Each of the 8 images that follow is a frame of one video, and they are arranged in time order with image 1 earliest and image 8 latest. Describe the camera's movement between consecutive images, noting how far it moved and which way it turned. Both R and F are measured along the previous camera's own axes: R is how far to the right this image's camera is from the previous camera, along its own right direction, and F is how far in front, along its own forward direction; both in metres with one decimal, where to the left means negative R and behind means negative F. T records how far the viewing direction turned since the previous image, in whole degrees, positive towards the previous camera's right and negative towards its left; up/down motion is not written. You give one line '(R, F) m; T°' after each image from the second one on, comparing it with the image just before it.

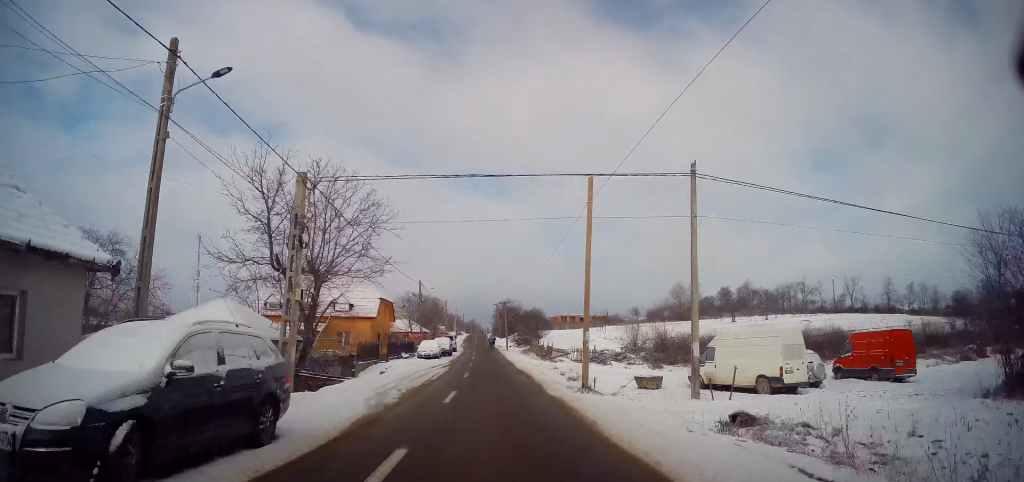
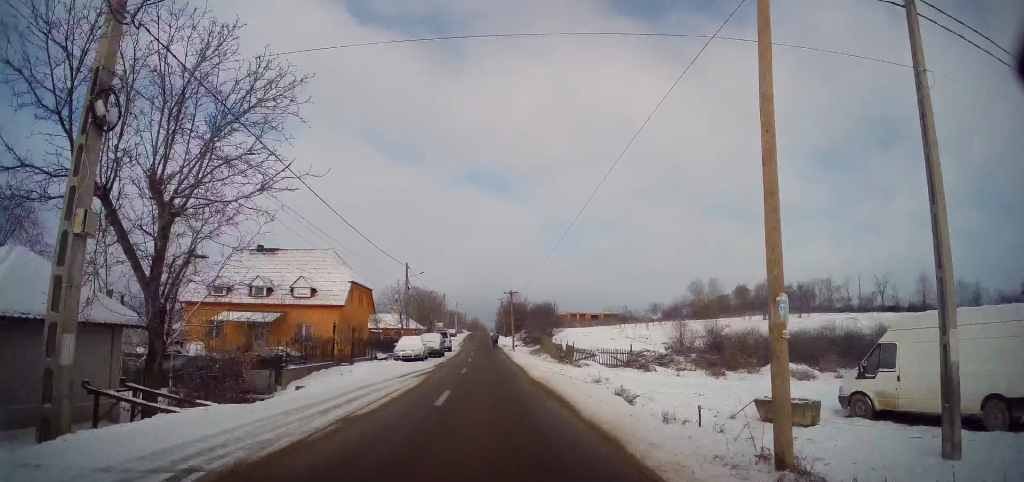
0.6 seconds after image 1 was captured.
(-0.3, +11.1) m; 0°
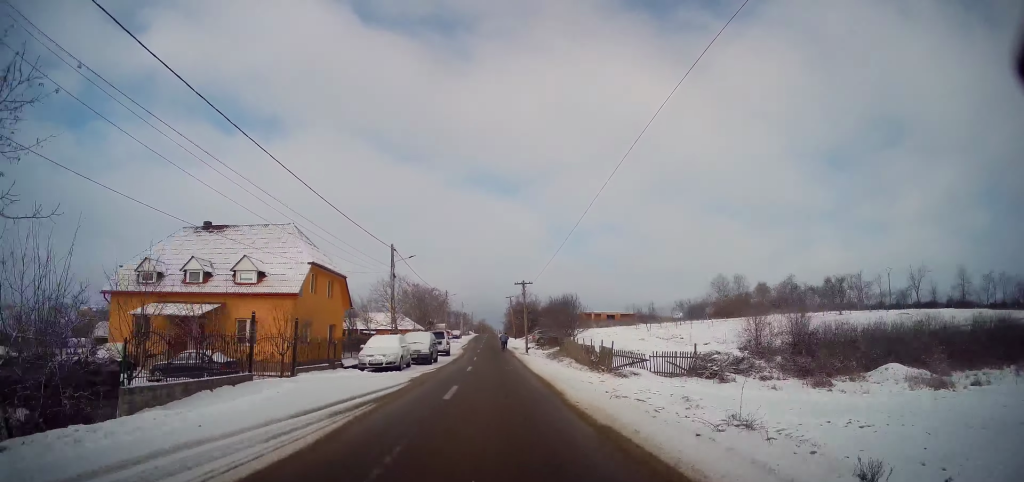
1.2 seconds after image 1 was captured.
(-0.2, +9.9) m; 0°
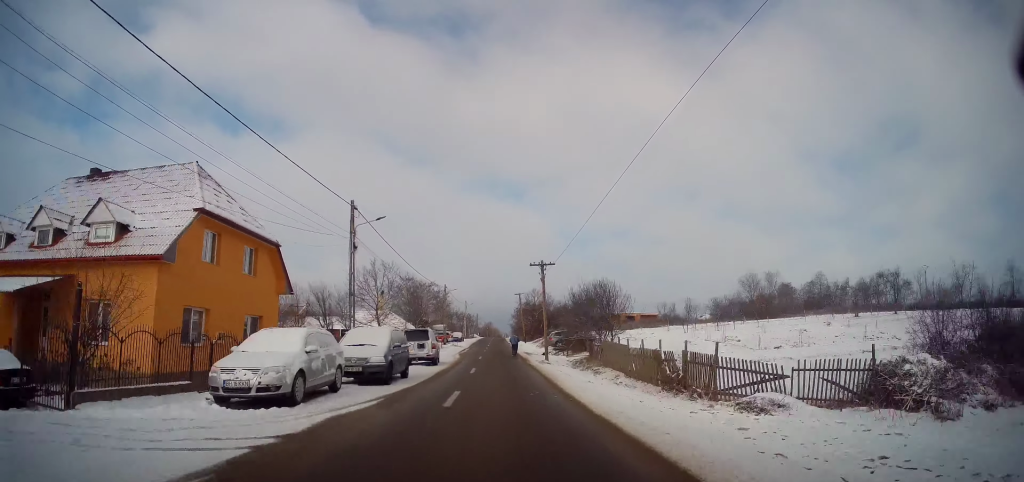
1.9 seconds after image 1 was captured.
(+0.5, +12.2) m; 0°
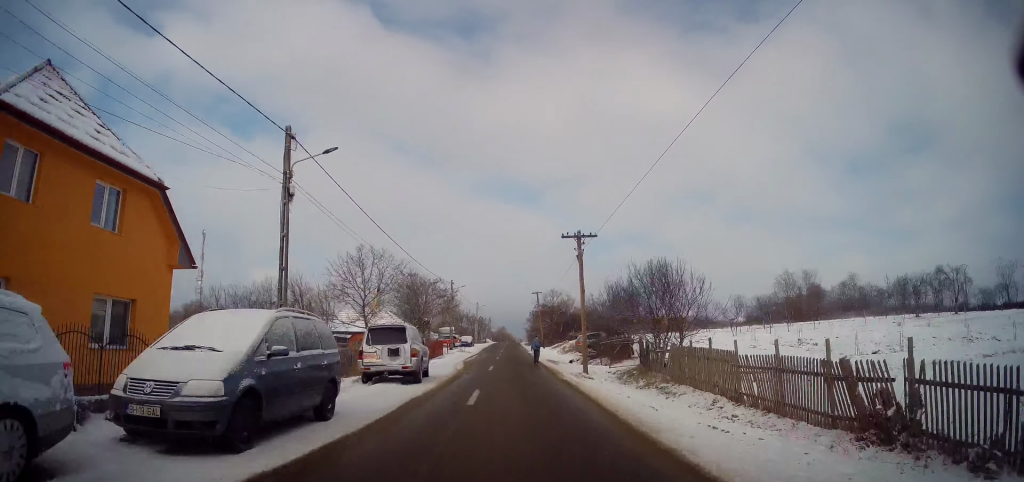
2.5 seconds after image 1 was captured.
(-0.1, +9.8) m; -1°
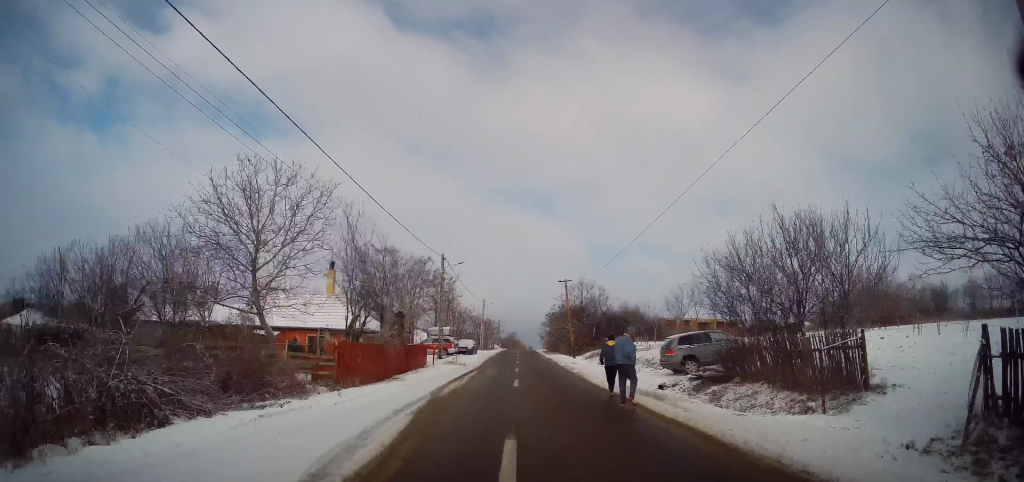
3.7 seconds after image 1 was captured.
(-0.5, +20.5) m; -1°
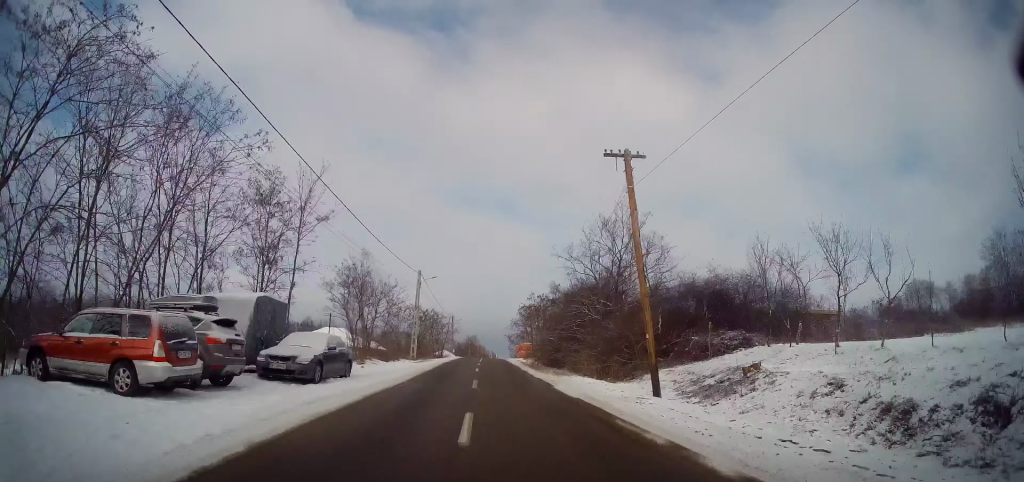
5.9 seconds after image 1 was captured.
(+1.1, +36.7) m; +3°
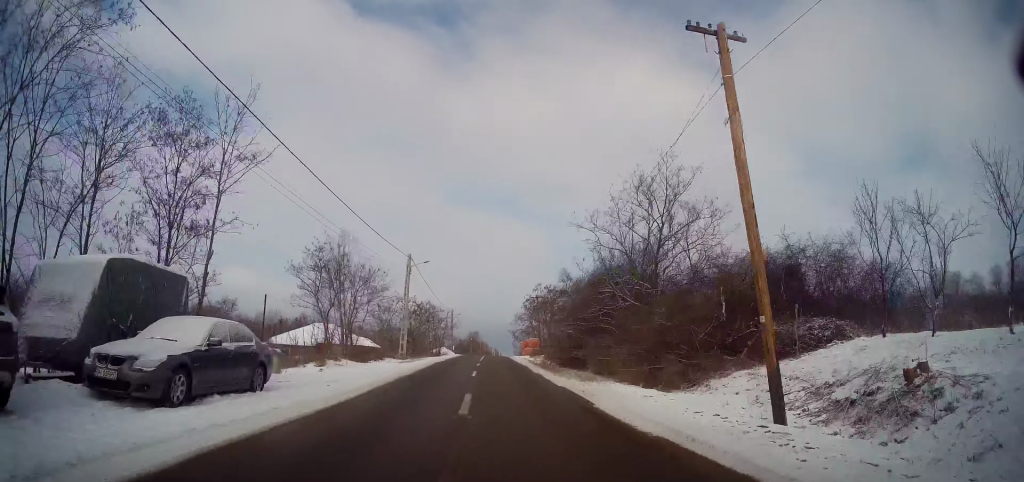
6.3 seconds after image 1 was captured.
(0.0, +7.1) m; 0°
